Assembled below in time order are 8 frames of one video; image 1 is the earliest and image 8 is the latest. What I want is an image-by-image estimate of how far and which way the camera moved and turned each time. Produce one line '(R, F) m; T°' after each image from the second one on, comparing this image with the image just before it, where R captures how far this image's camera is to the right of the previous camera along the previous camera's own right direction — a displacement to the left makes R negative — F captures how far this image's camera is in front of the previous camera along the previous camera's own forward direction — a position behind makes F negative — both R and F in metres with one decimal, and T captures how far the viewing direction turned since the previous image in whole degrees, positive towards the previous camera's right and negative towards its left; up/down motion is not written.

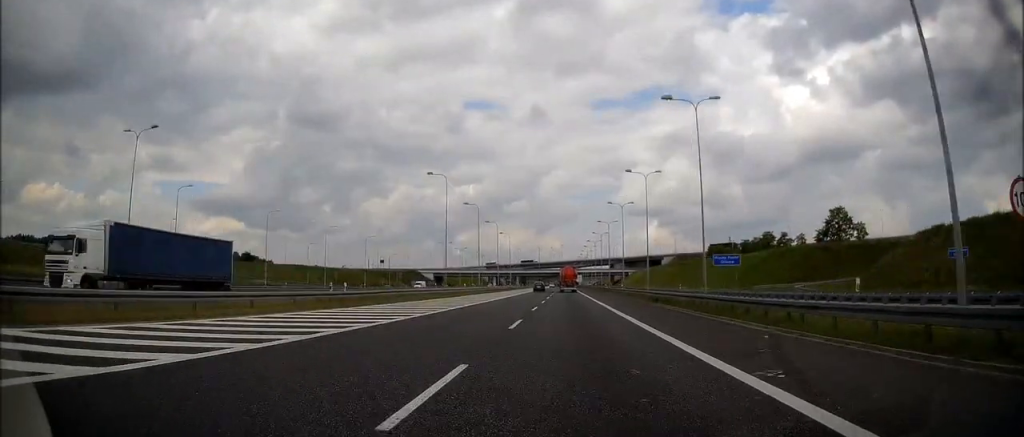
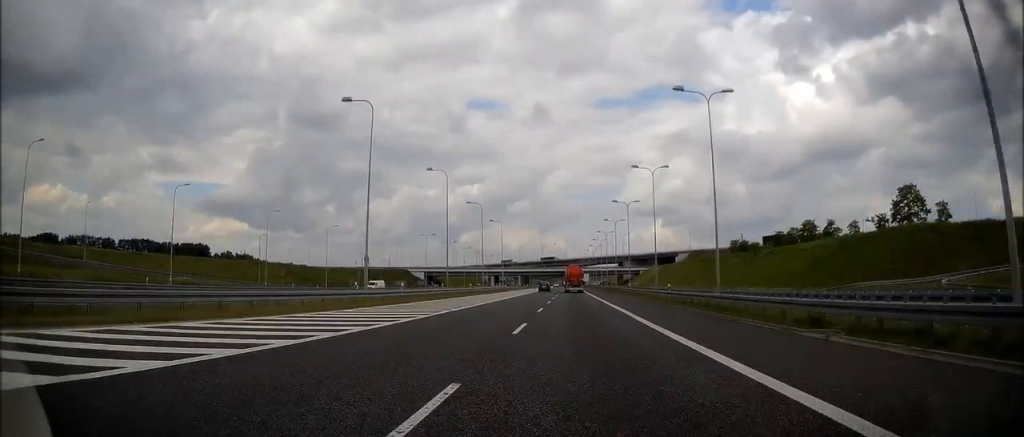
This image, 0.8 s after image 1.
(0.0, +25.6) m; 0°
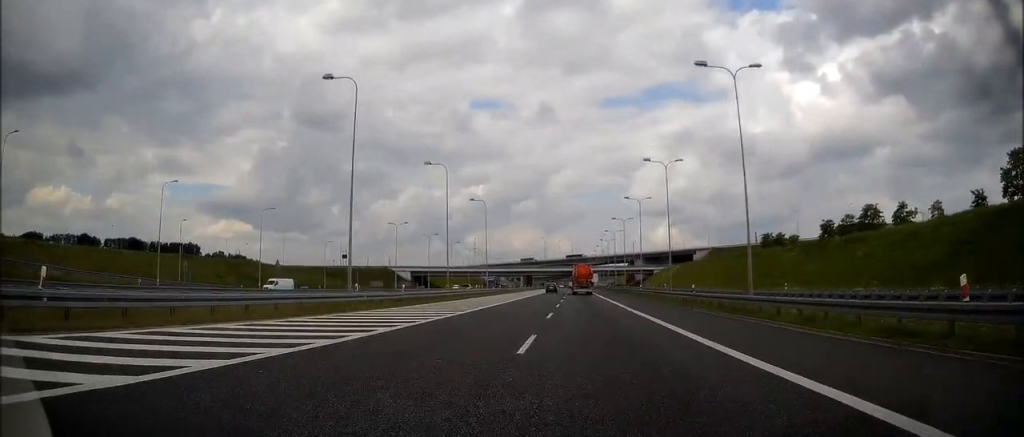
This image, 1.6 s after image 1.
(0.0, +28.0) m; -1°
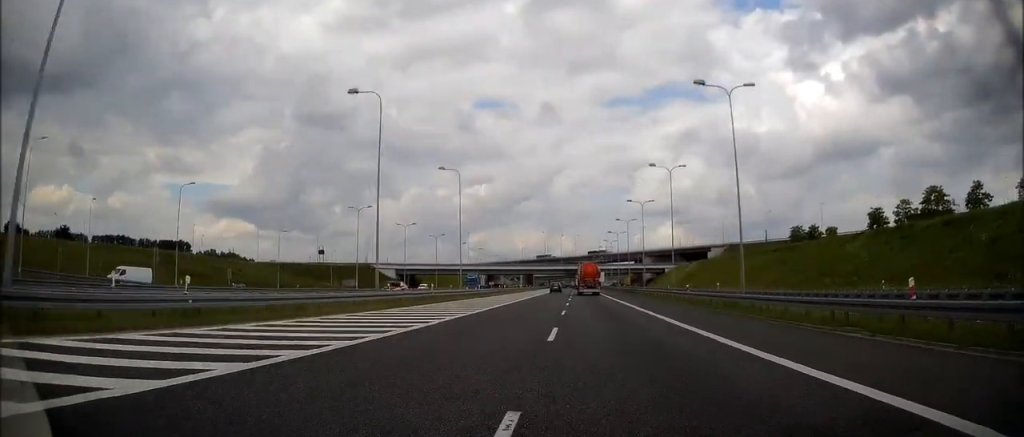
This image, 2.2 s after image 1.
(-0.1, +21.4) m; 0°
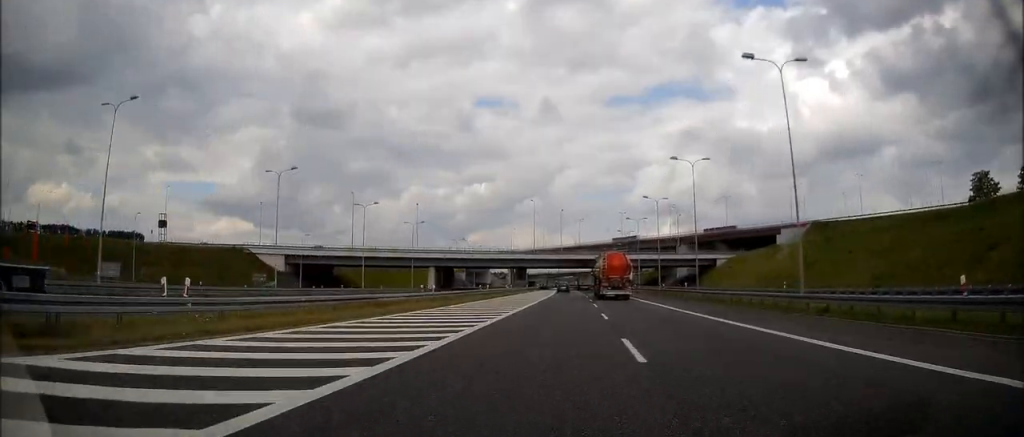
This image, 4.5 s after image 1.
(-0.4, +75.8) m; 0°
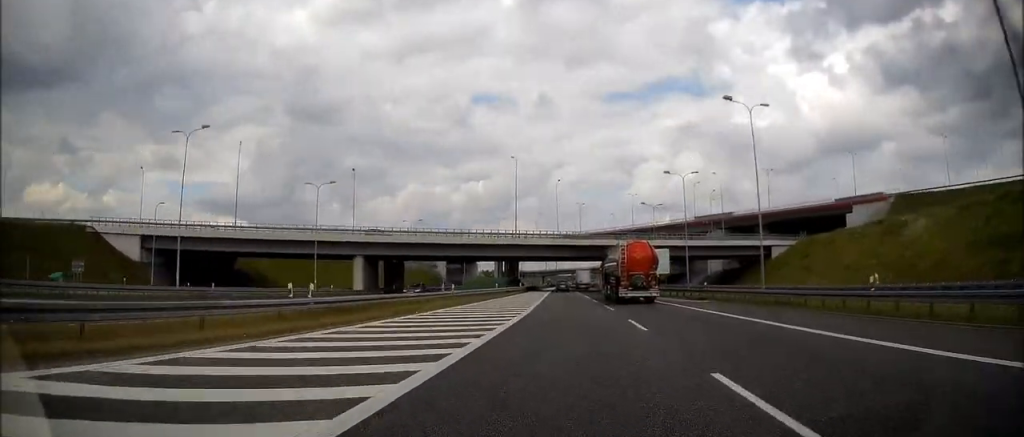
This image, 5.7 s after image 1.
(+0.1, +41.8) m; +1°
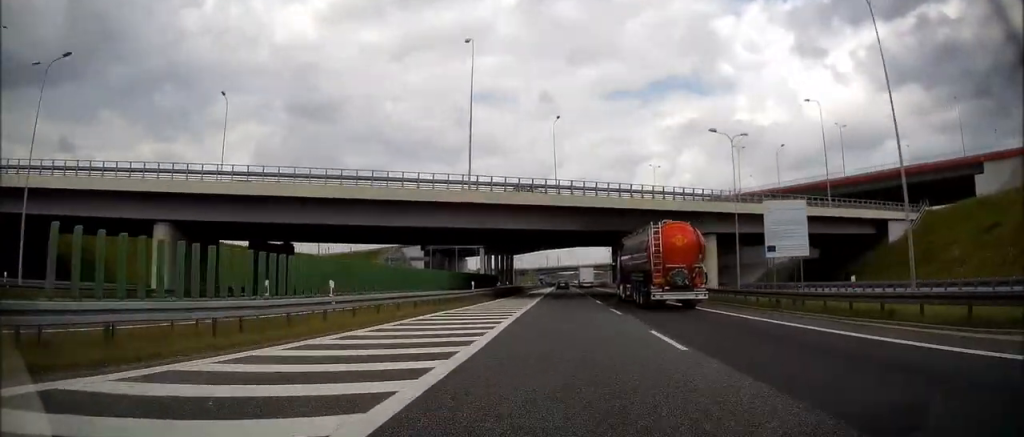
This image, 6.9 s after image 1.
(+0.1, +41.4) m; 0°
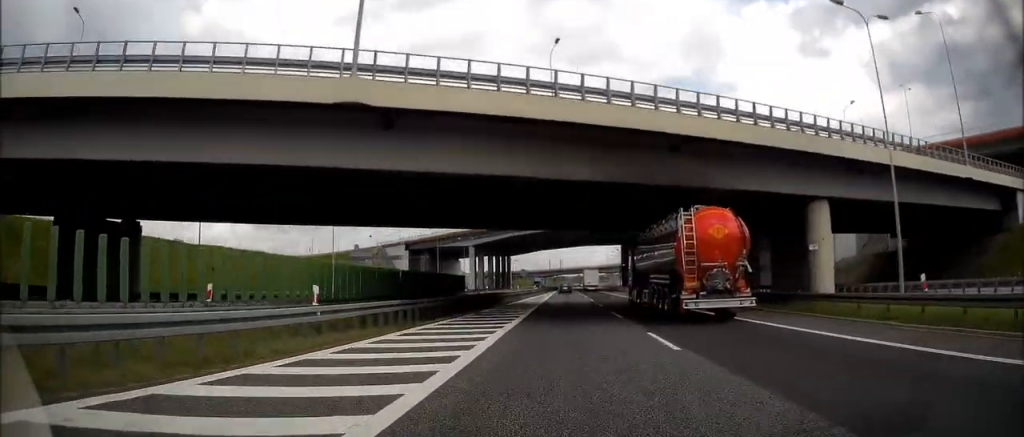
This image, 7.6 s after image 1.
(-0.3, +23.4) m; 0°
